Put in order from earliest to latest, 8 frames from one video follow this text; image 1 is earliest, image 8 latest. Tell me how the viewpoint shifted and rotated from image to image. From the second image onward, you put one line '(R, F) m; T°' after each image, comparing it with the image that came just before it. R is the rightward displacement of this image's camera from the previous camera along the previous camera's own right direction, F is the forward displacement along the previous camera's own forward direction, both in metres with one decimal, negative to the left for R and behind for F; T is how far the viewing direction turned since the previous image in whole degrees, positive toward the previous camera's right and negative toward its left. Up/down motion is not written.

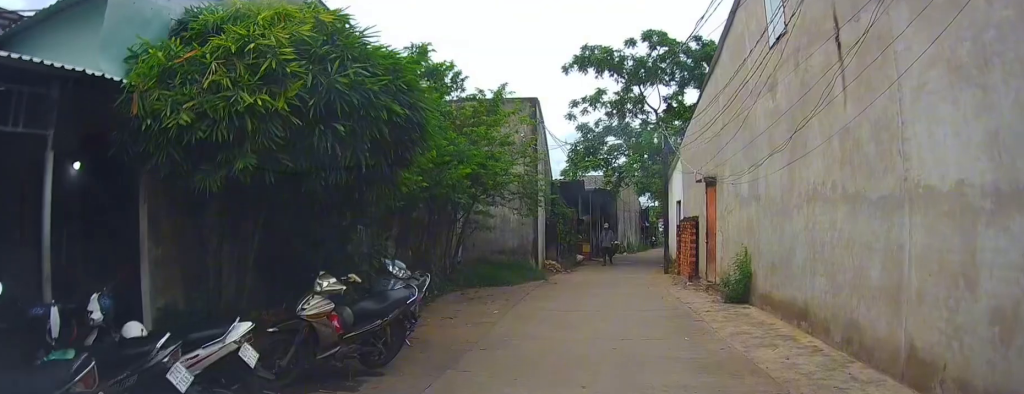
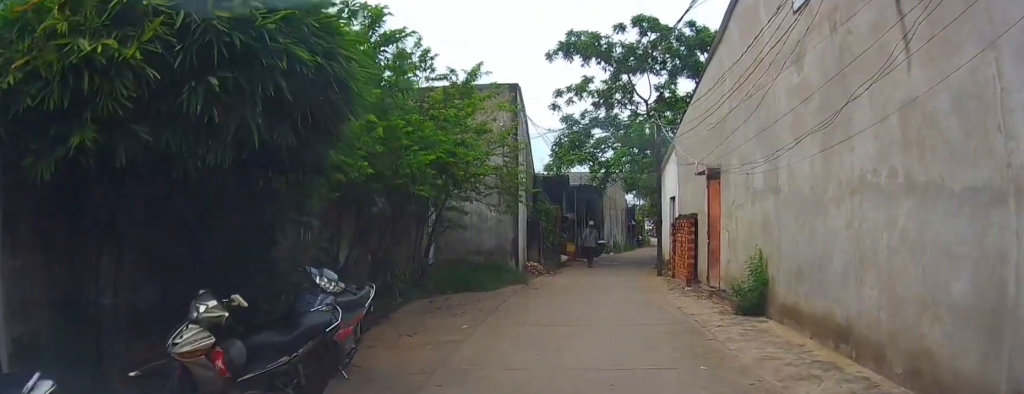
(0.0, +1.6) m; -1°
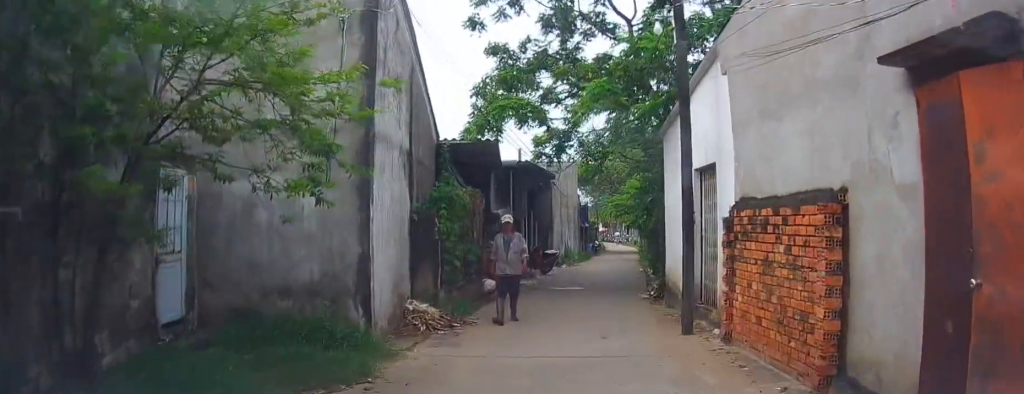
(-0.9, +9.5) m; -2°
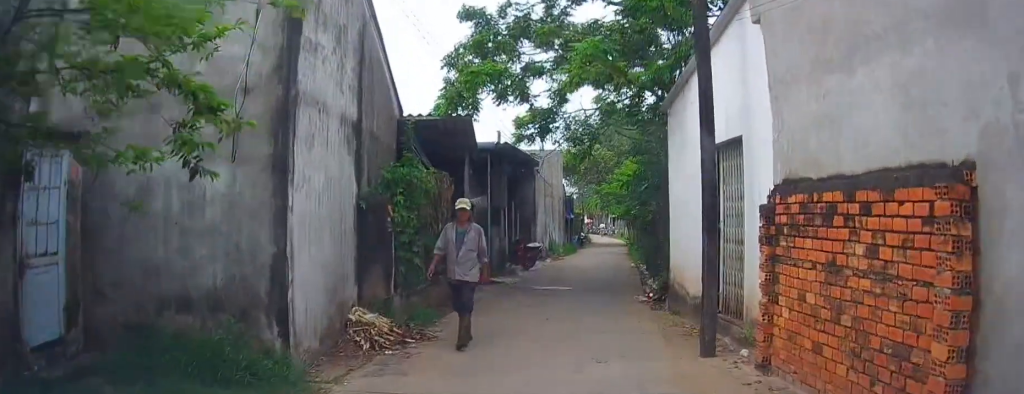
(+0.1, +2.2) m; +1°
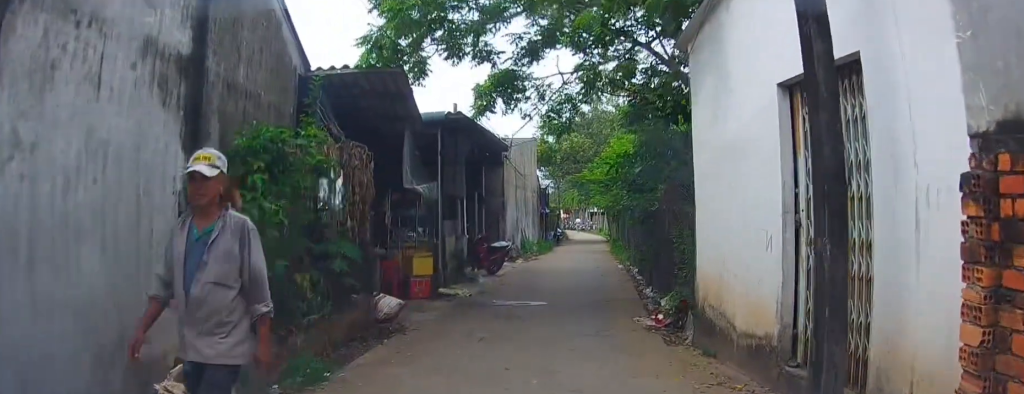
(-0.1, +4.4) m; -11°
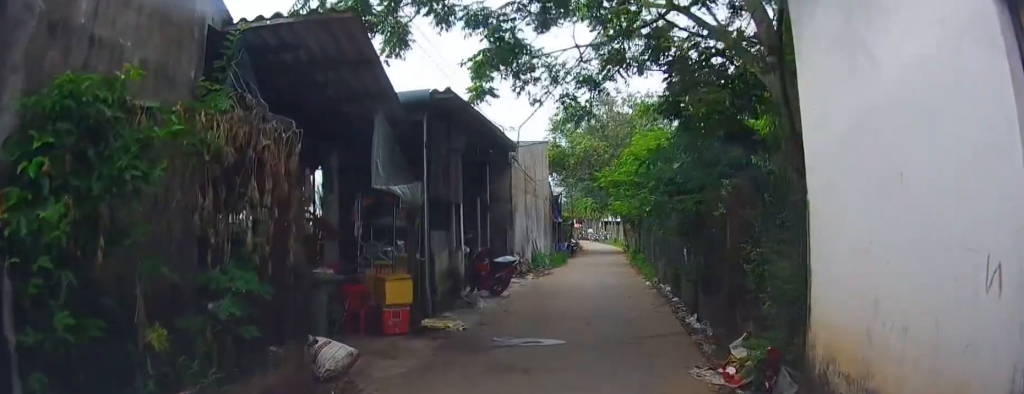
(-0.8, +3.8) m; -1°
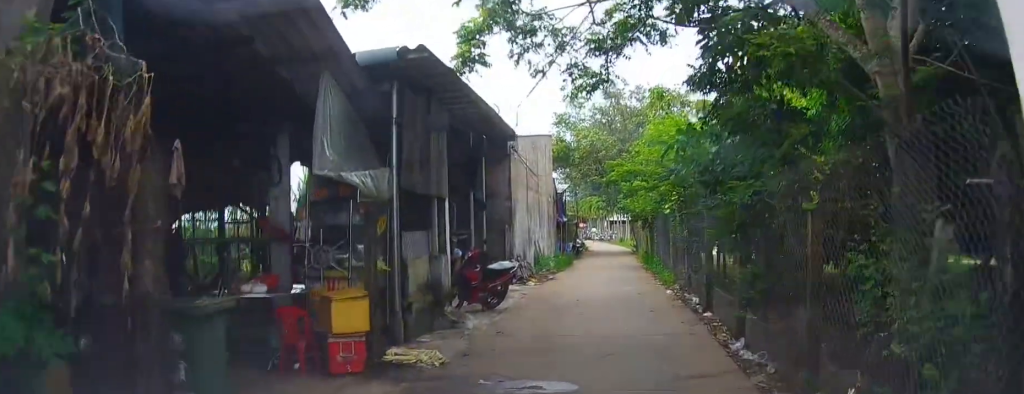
(+0.7, +3.0) m; +11°
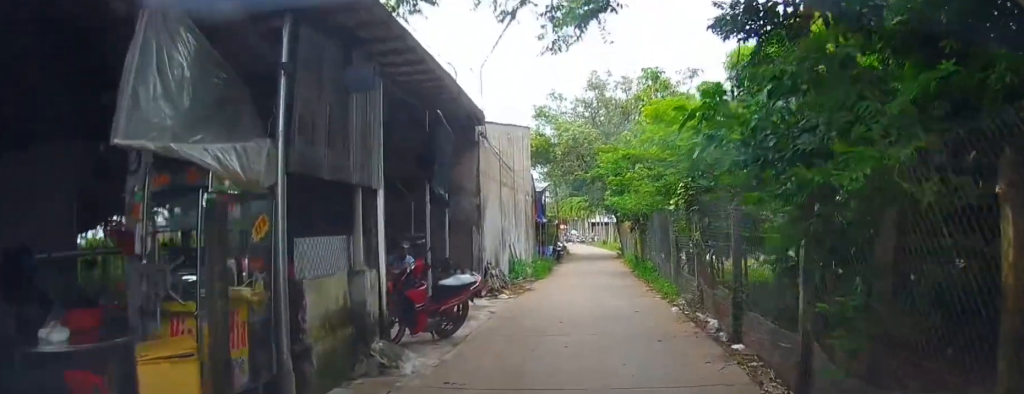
(+0.2, +3.4) m; +3°
